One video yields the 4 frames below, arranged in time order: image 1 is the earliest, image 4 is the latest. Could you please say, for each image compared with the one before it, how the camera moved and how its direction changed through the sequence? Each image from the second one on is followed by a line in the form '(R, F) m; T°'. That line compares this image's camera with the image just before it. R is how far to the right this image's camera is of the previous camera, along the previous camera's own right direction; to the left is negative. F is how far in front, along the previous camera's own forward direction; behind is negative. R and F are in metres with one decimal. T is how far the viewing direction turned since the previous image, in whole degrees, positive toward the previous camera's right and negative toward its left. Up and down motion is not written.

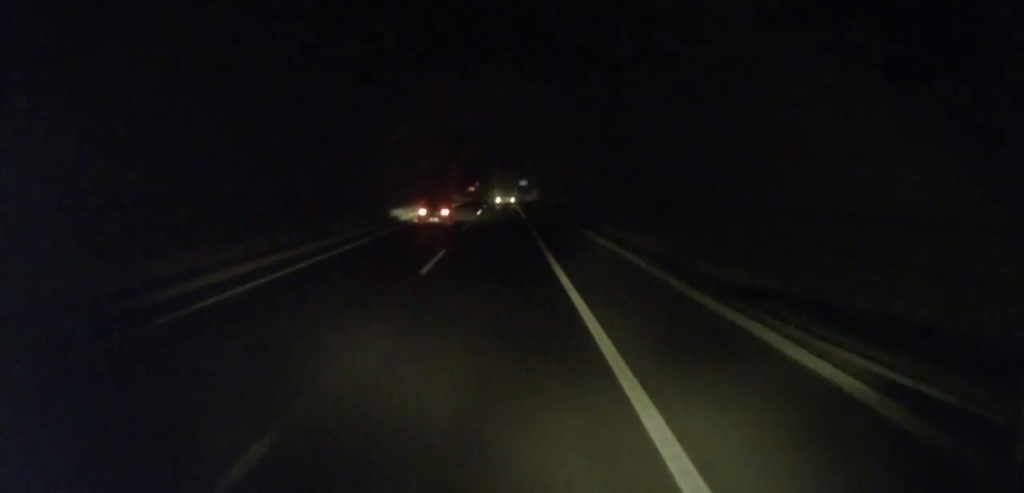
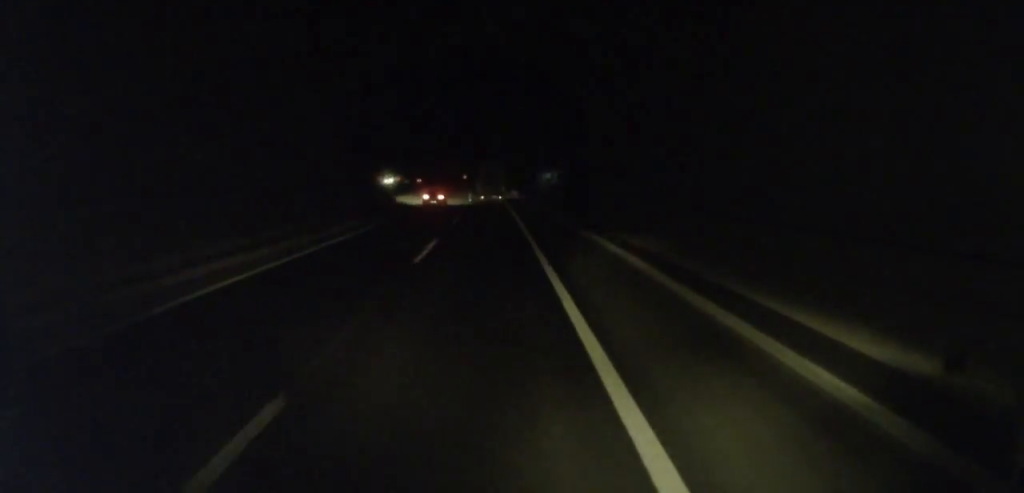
(-0.6, +83.1) m; -1°
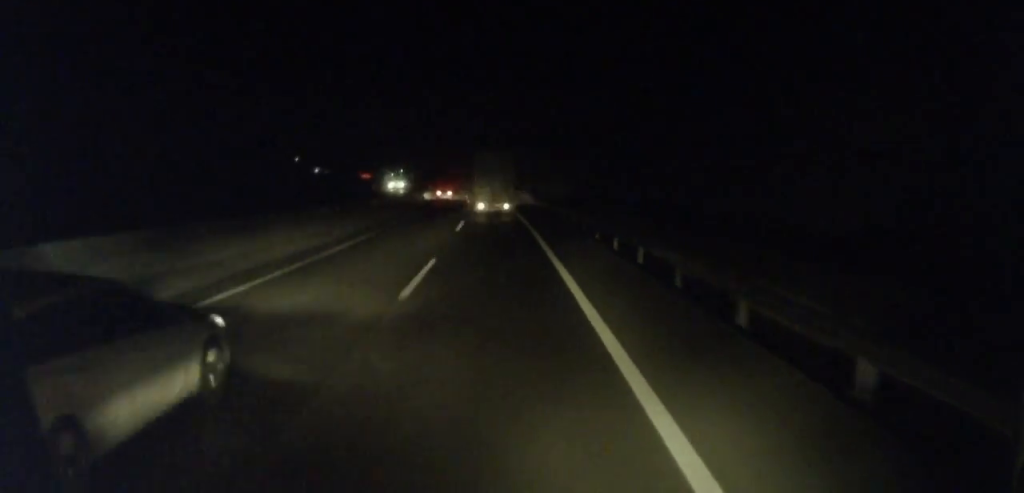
(-0.9, +90.6) m; -3°
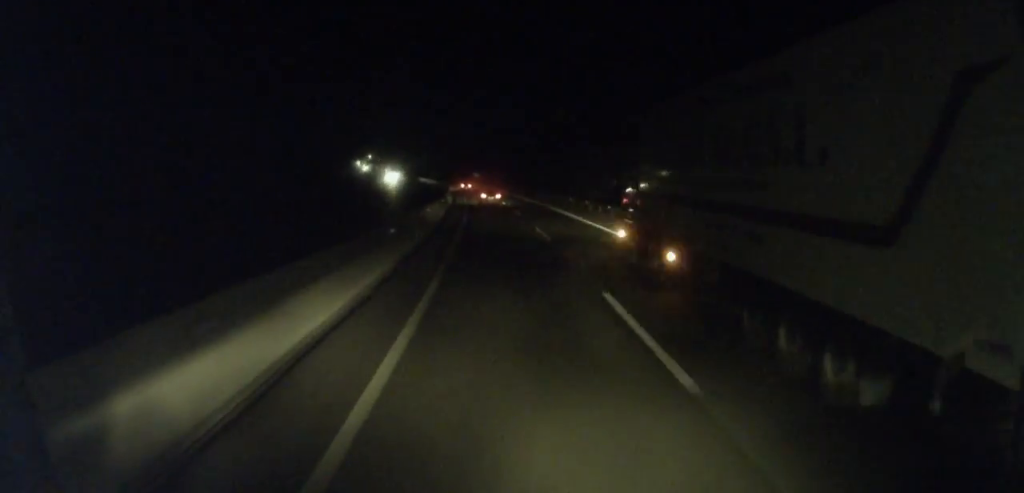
(-5.4, +142.1) m; -6°
